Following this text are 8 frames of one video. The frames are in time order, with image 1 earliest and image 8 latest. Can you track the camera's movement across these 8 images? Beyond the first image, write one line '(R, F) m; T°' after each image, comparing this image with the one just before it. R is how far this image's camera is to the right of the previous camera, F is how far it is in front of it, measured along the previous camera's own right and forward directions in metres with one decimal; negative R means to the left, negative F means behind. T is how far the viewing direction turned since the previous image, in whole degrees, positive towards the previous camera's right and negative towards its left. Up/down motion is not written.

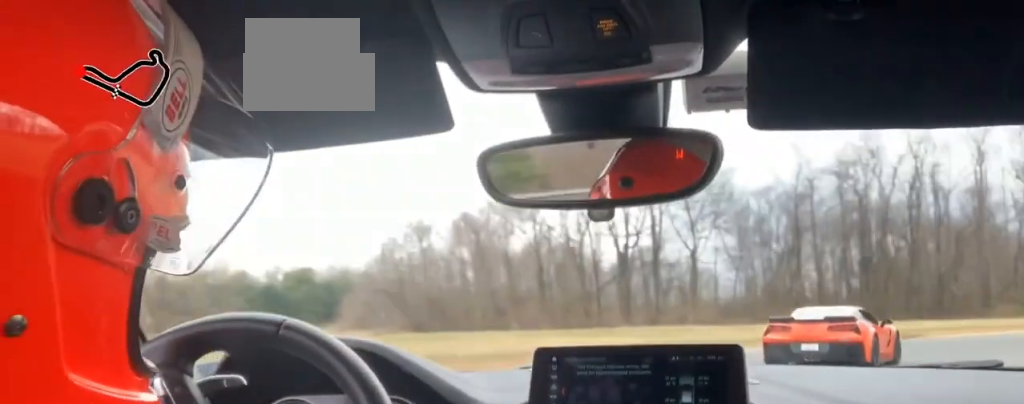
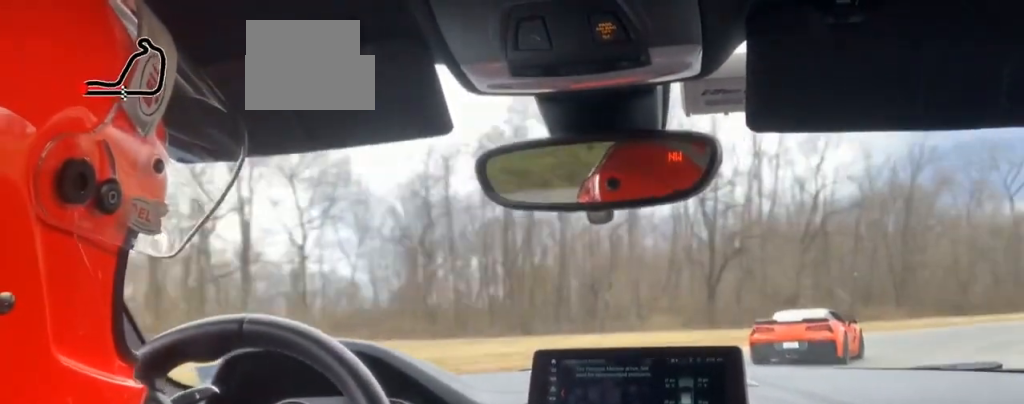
(+1.6, +15.0) m; +35°
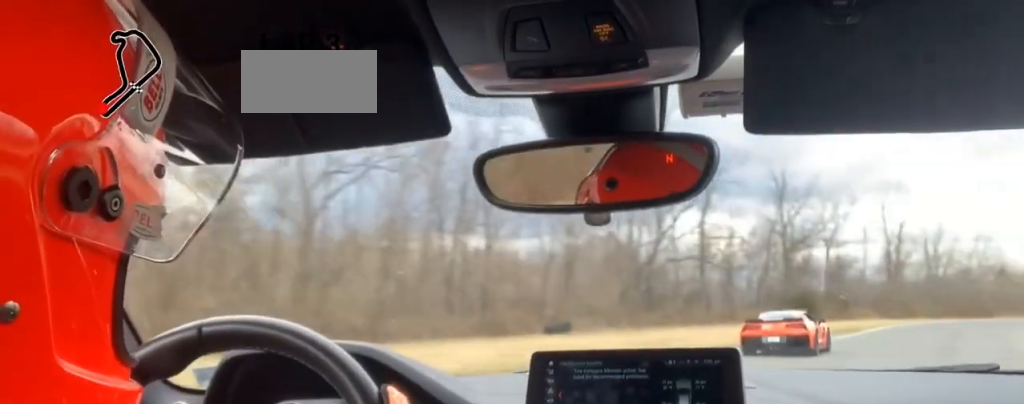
(+33.1, +41.1) m; +60°
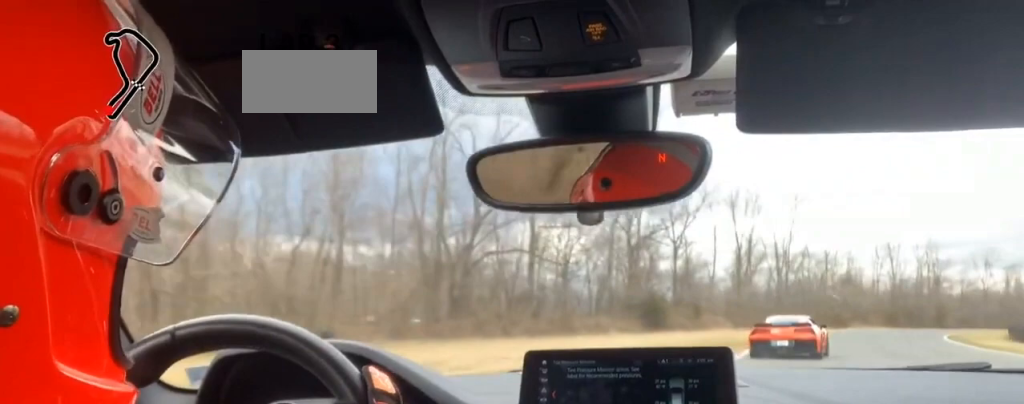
(+3.2, +20.2) m; +6°
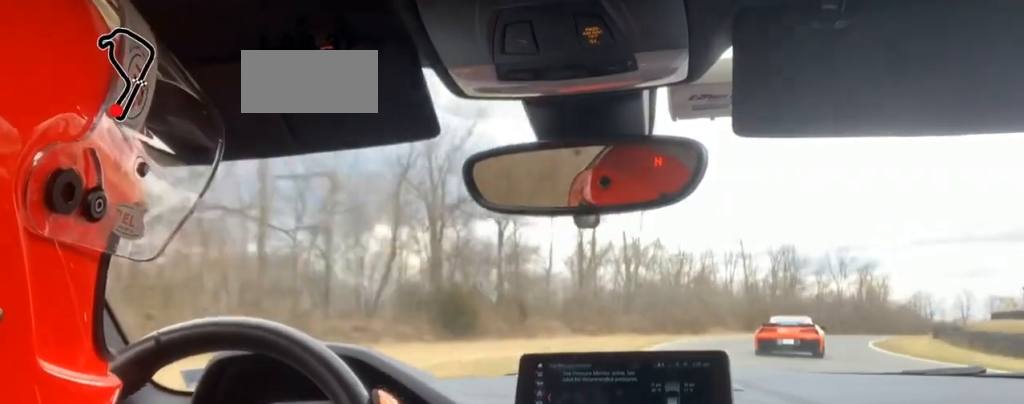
(+1.5, +26.3) m; +7°
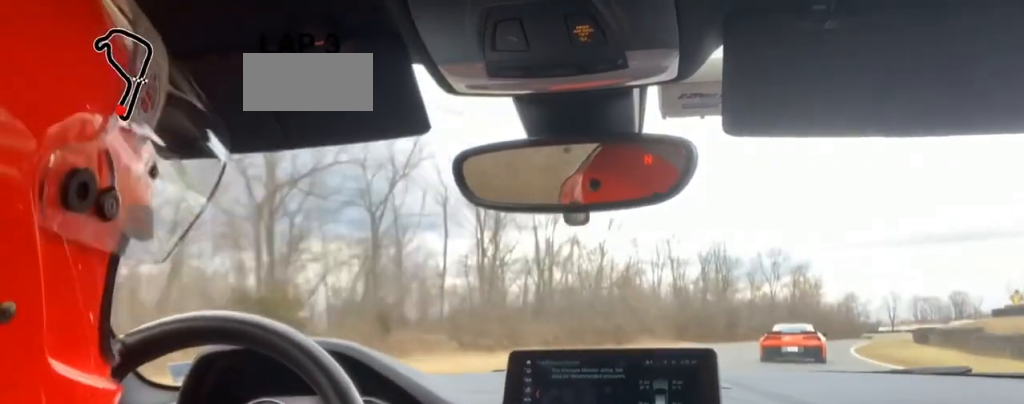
(-1.0, +16.8) m; +4°
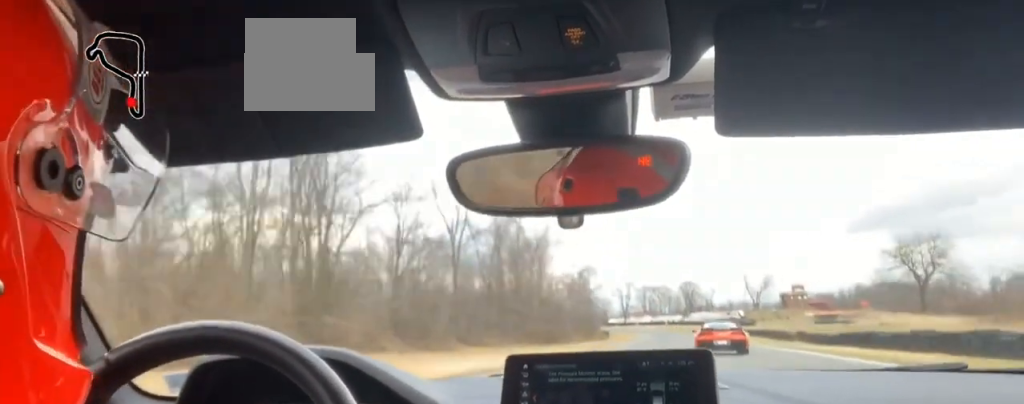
(+17.8, +89.0) m; +18°
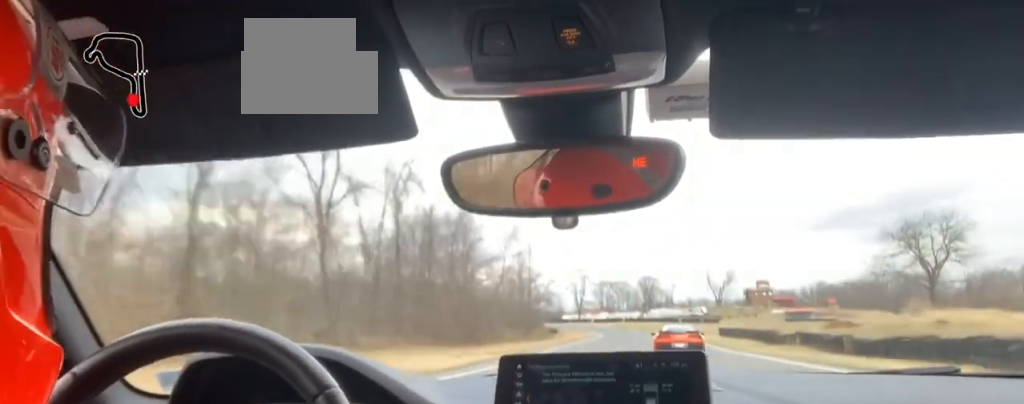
(+1.4, +25.2) m; +2°
